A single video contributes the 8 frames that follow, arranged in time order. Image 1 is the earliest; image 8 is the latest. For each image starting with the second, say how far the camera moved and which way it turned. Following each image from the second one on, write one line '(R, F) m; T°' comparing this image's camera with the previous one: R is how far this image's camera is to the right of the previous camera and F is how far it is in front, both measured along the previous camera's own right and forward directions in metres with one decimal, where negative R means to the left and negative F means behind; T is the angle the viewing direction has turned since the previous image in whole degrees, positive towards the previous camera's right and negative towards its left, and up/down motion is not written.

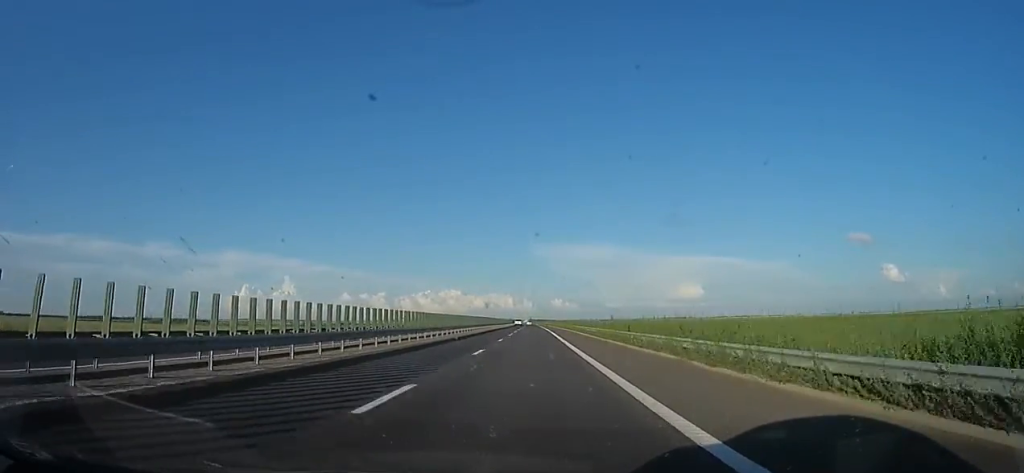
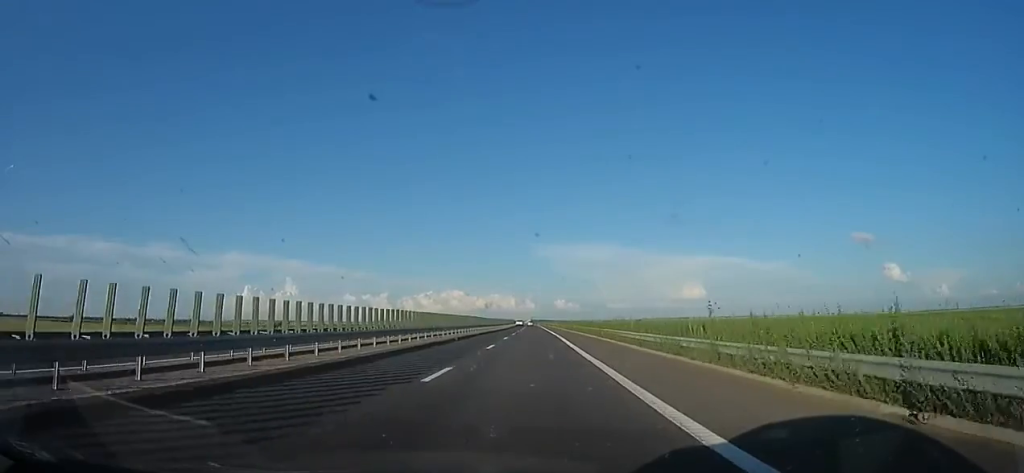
(-0.4, +20.4) m; -1°
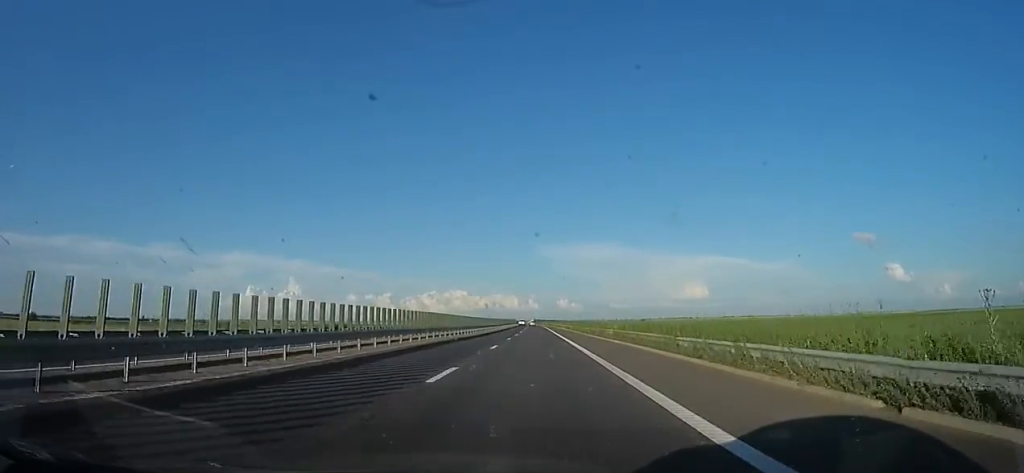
(-0.2, +24.4) m; 0°
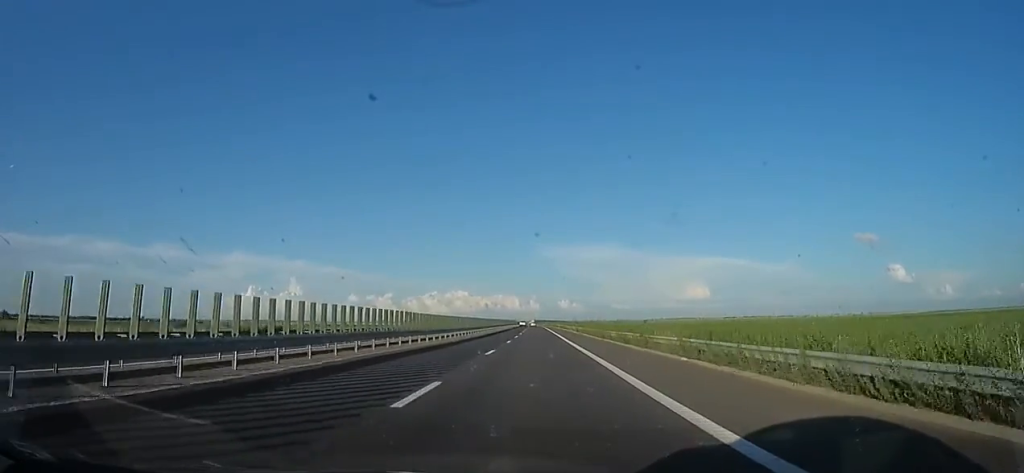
(0.0, +14.5) m; 0°
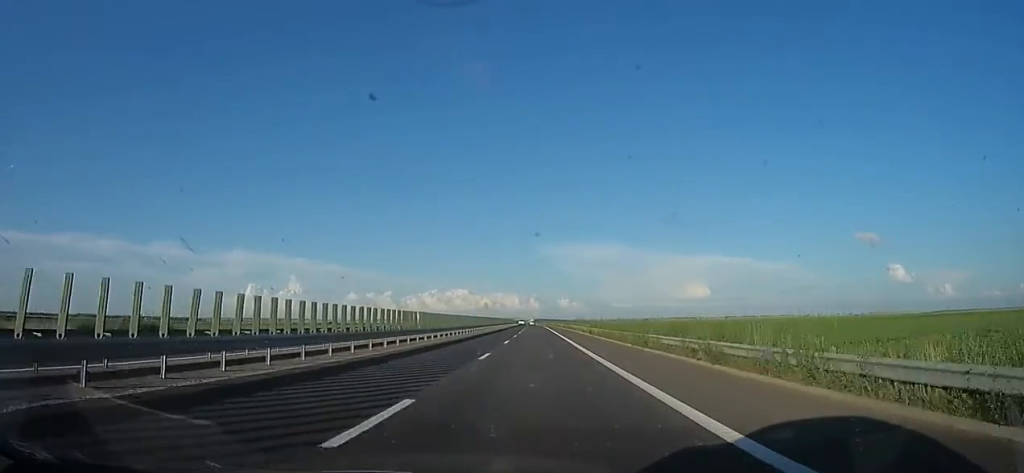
(+0.1, +14.5) m; 0°
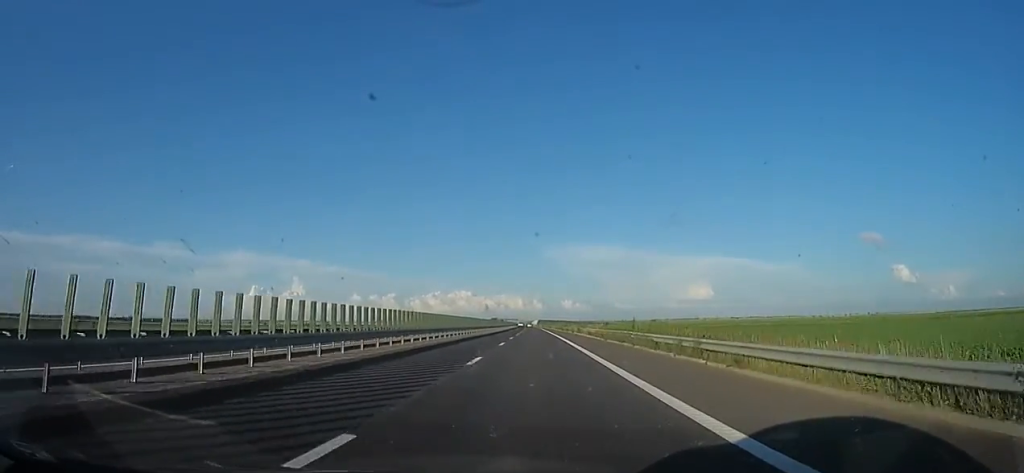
(-0.8, +86.3) m; -1°
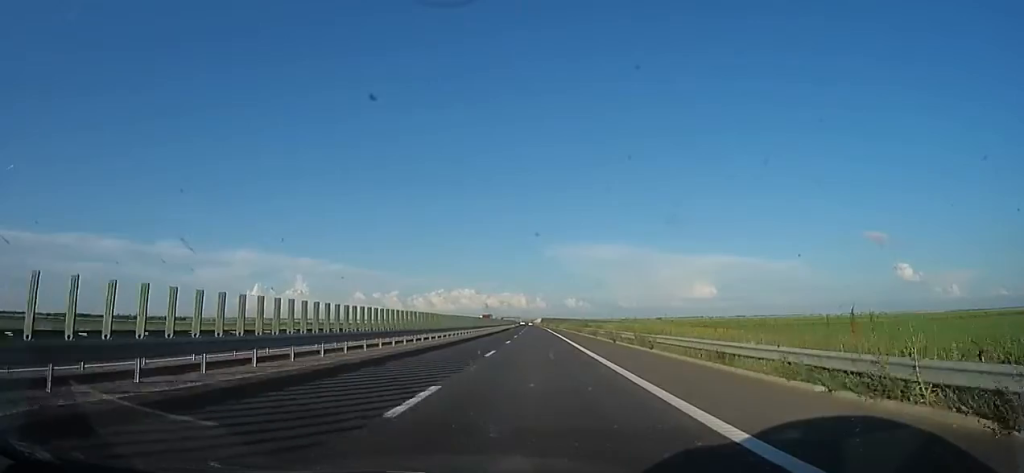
(0.0, +31.9) m; 0°
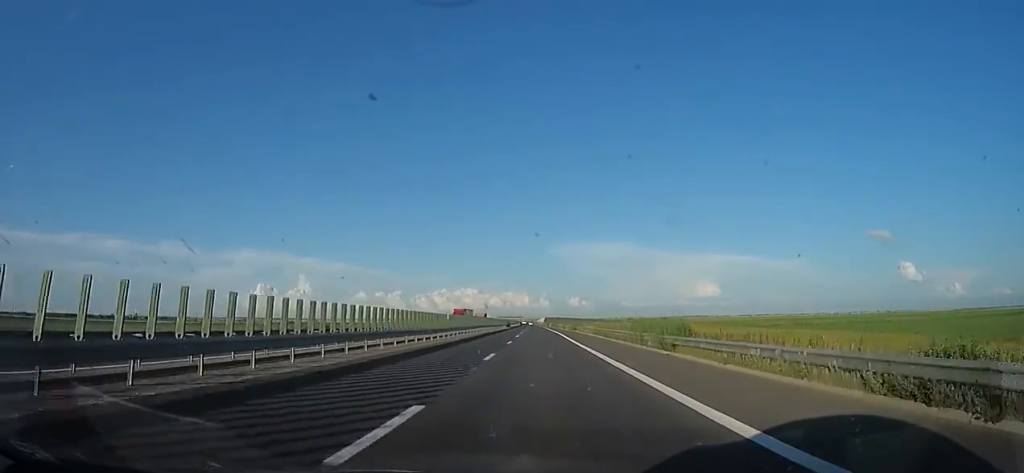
(0.0, +38.3) m; 0°
